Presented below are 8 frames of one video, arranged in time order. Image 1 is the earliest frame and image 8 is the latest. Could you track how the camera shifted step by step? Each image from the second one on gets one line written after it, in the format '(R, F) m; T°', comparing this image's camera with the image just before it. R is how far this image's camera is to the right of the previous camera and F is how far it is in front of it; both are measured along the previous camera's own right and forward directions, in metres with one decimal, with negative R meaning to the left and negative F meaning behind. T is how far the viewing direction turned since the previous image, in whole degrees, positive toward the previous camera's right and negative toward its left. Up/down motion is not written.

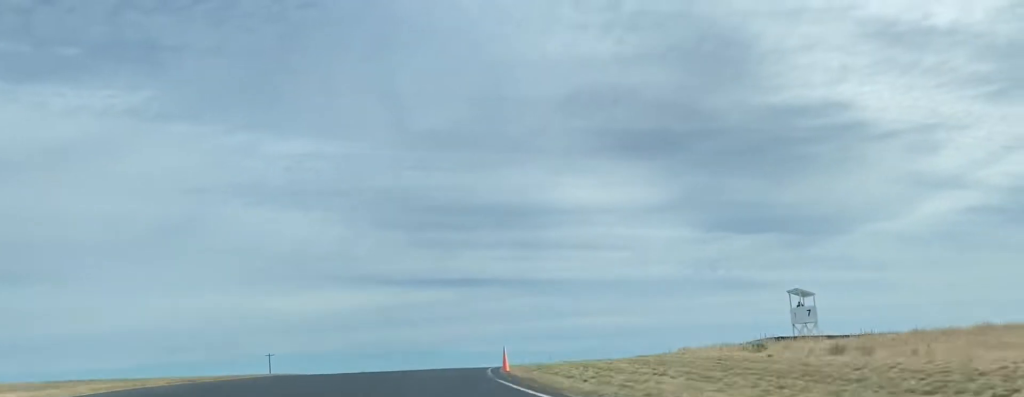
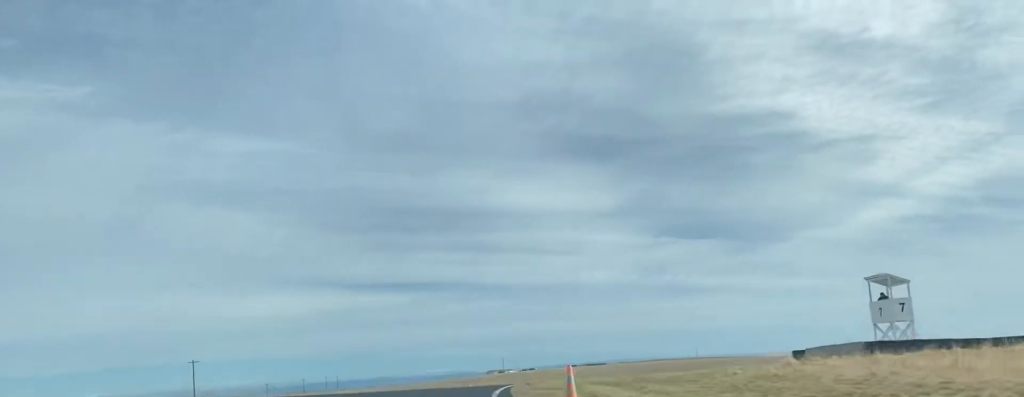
(+2.2, +21.0) m; +4°
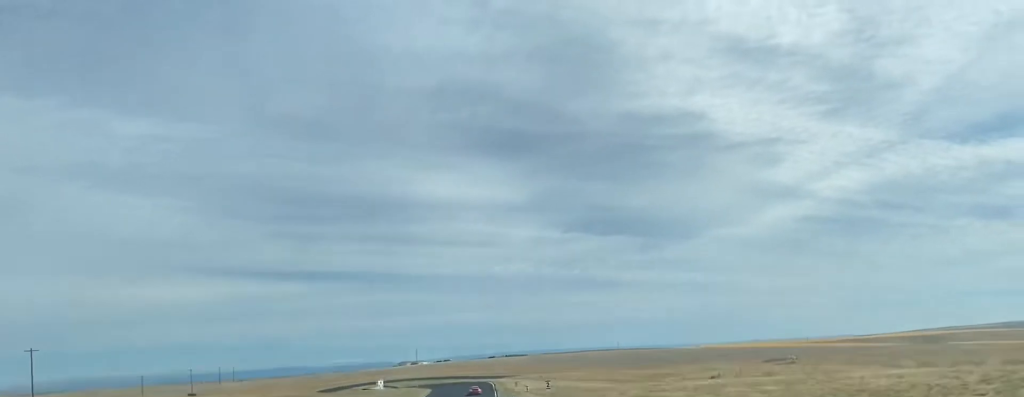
(+1.4, +28.2) m; +5°
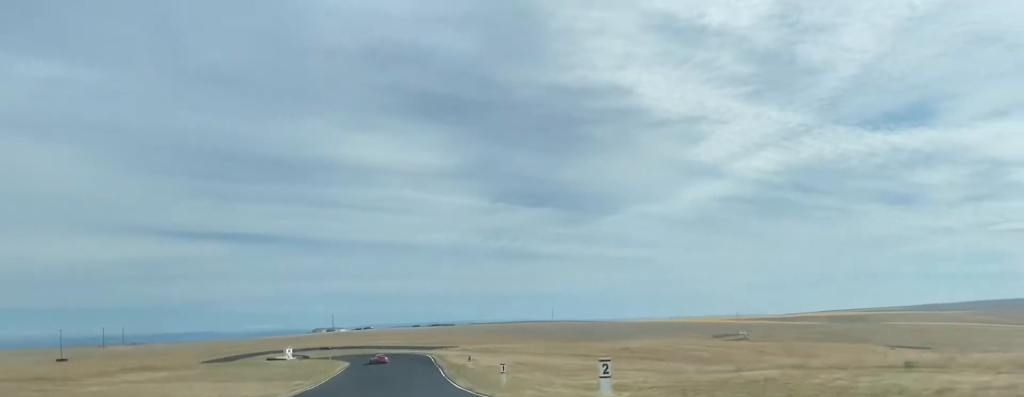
(+1.9, +35.8) m; +5°
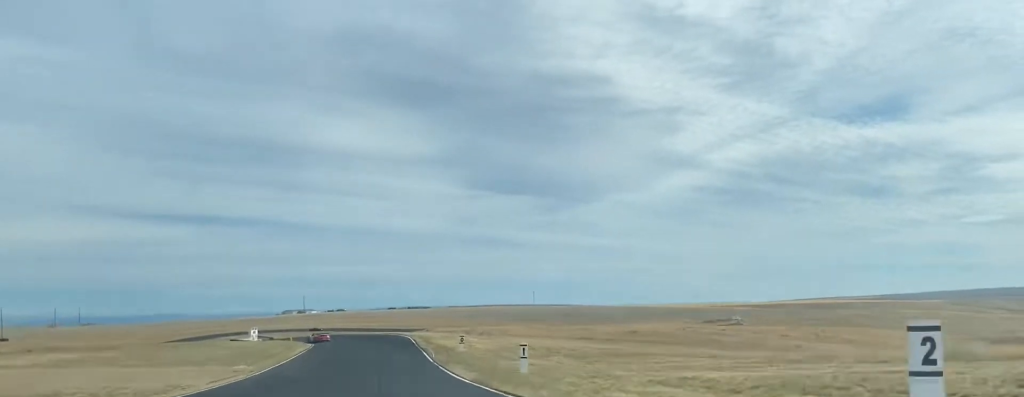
(0.0, +20.5) m; +2°
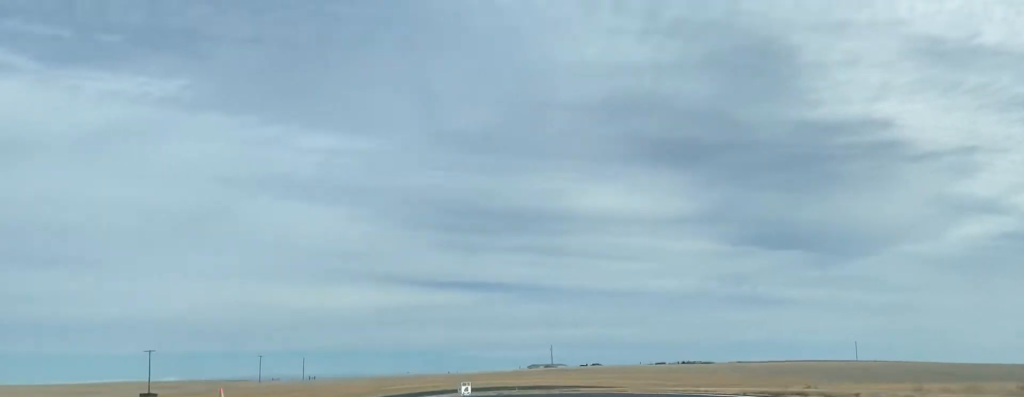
(-3.9, +102.7) m; -23°
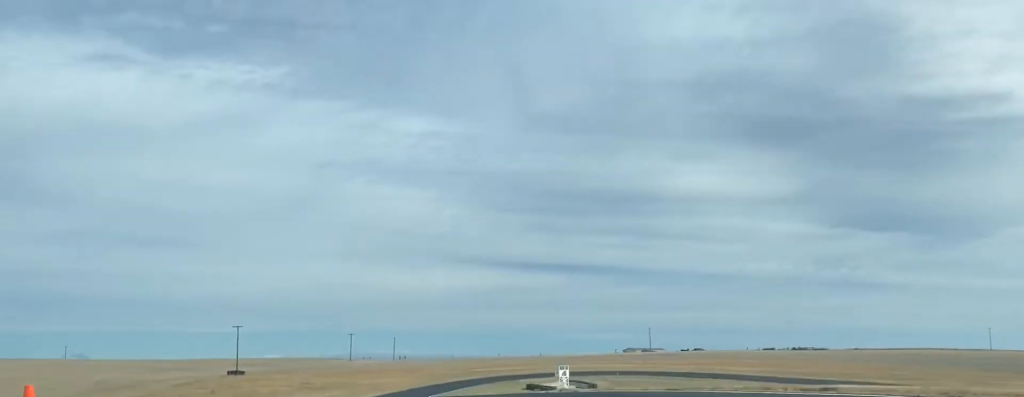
(+0.4, +16.0) m; -11°
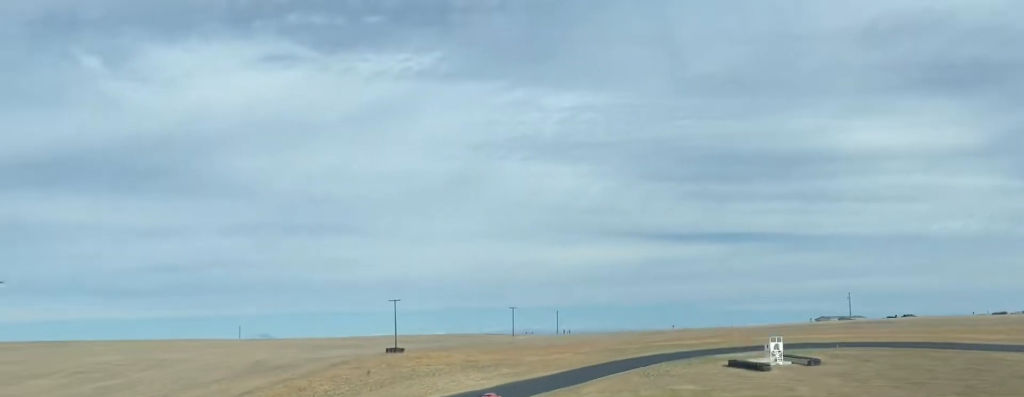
(-6.1, +24.5) m; -10°
